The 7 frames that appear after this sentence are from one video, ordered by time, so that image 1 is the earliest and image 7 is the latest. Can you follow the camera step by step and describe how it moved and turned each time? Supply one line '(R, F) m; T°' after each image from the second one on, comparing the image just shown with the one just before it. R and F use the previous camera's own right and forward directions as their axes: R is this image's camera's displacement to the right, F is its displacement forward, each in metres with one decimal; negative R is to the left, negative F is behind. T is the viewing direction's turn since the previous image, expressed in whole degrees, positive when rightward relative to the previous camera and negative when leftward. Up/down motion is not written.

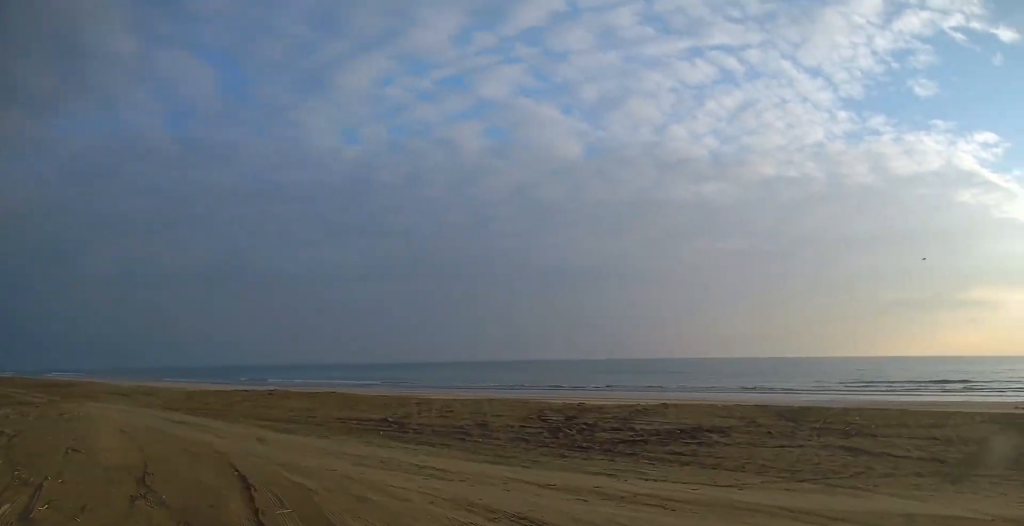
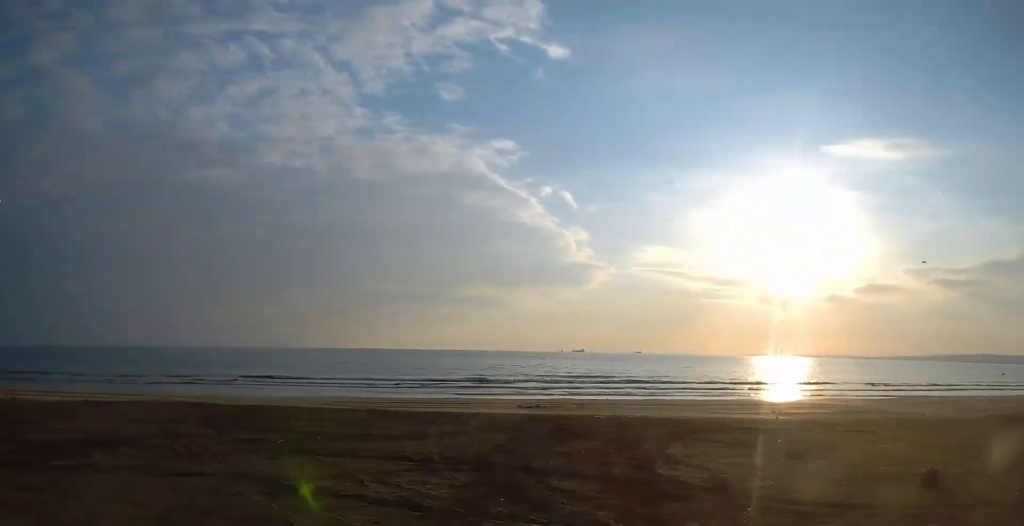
(+1.9, +4.0) m; +57°
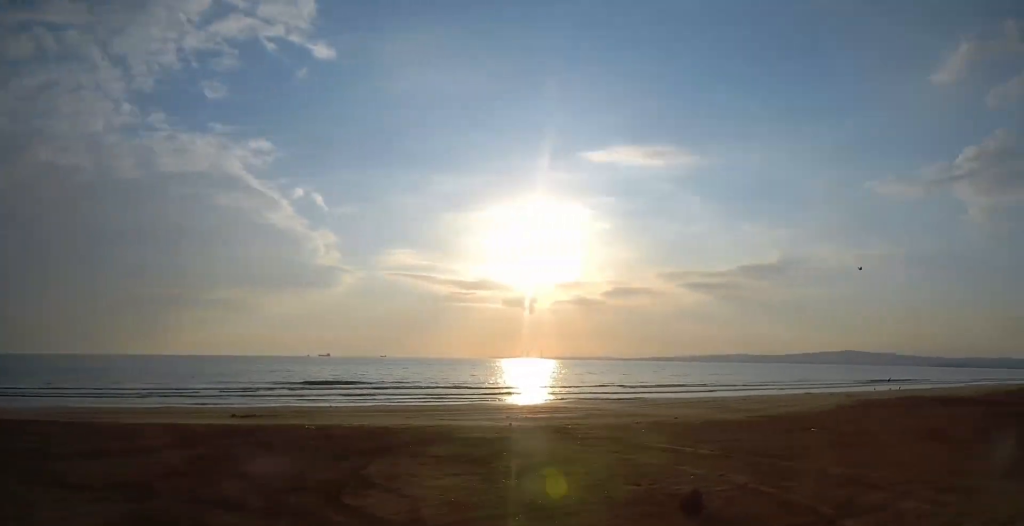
(+0.4, +2.5) m; +23°
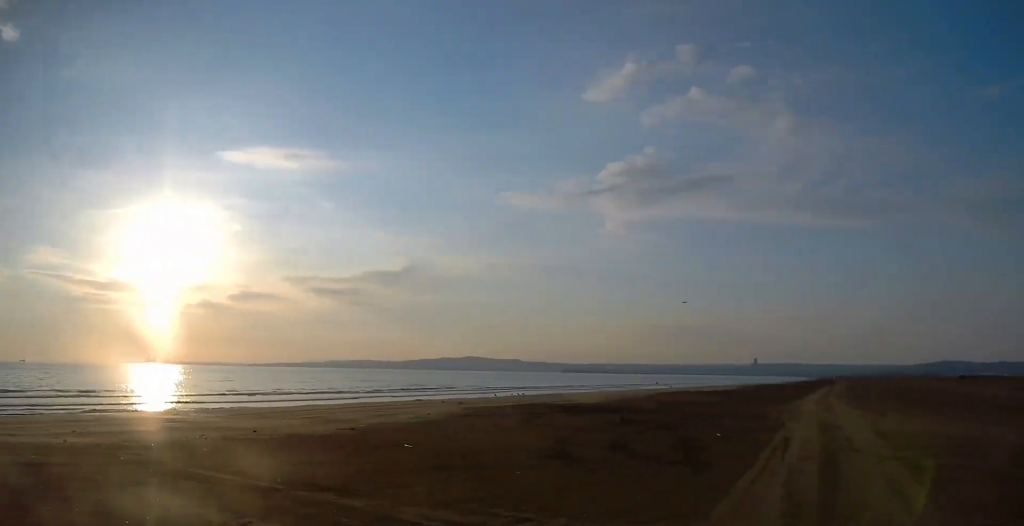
(+1.0, +4.5) m; +12°
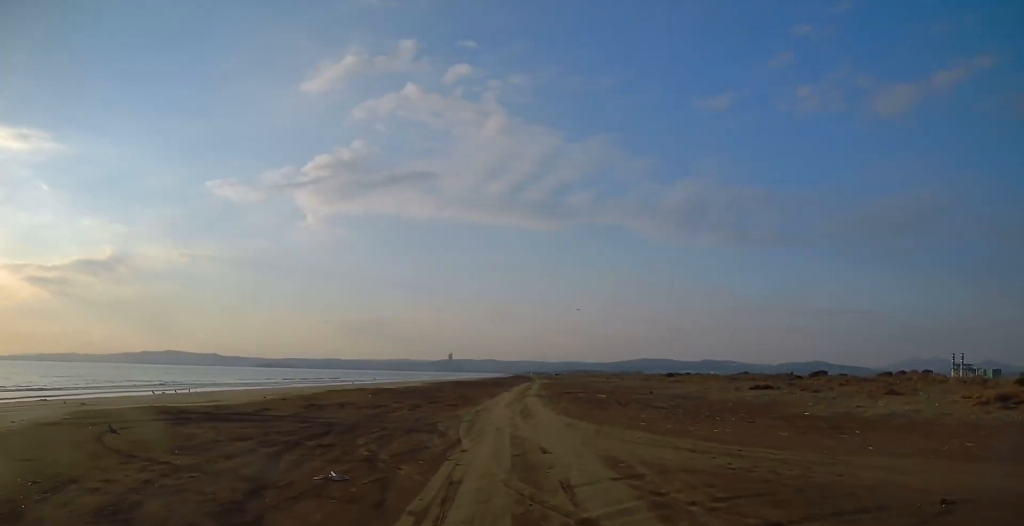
(+0.7, +7.6) m; +5°
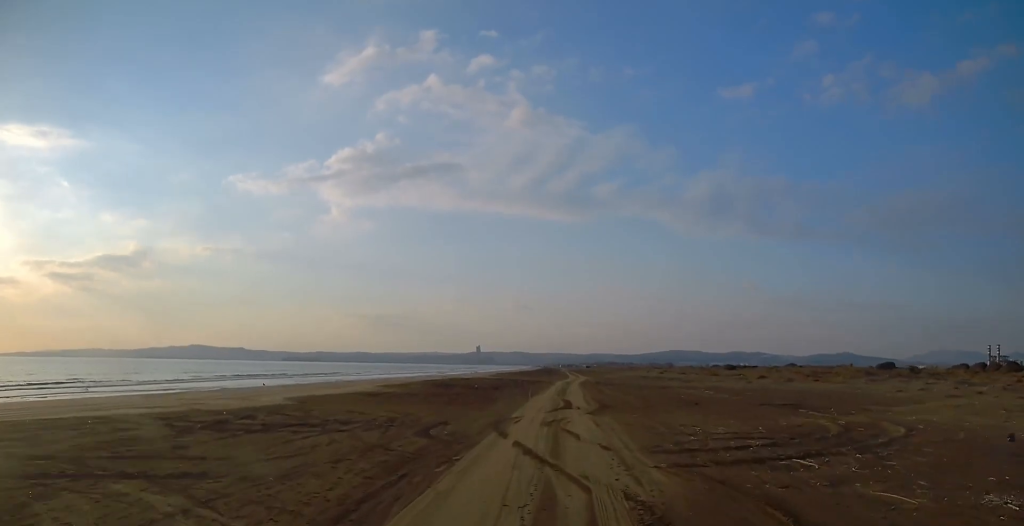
(-0.7, +36.0) m; -1°
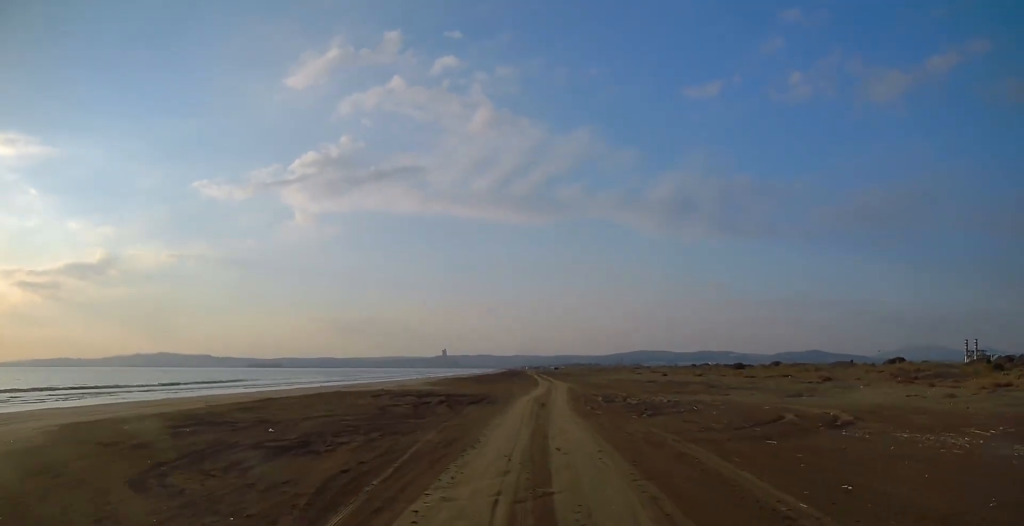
(+0.7, +32.7) m; +2°
